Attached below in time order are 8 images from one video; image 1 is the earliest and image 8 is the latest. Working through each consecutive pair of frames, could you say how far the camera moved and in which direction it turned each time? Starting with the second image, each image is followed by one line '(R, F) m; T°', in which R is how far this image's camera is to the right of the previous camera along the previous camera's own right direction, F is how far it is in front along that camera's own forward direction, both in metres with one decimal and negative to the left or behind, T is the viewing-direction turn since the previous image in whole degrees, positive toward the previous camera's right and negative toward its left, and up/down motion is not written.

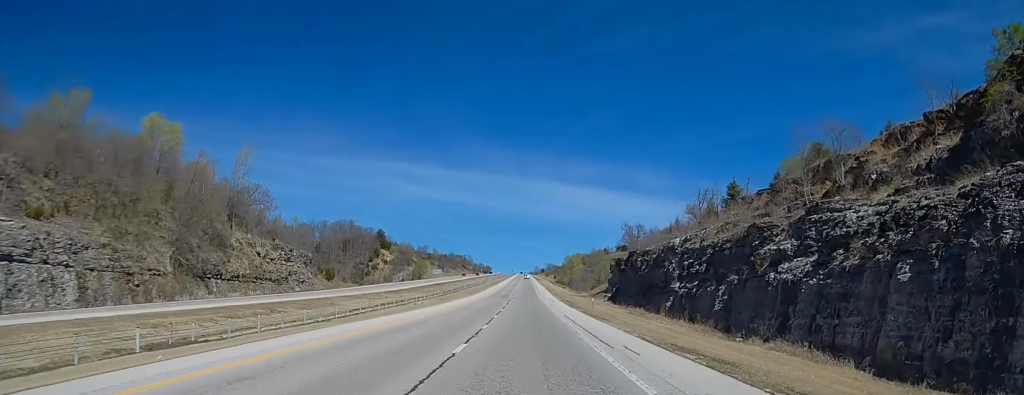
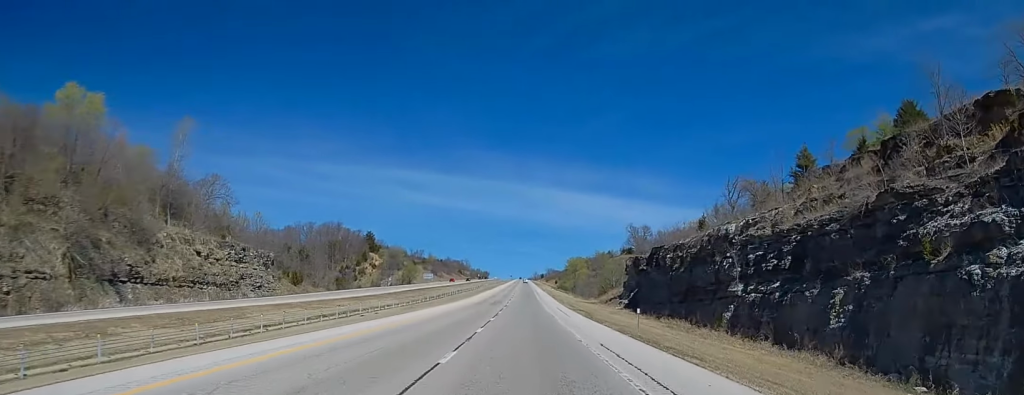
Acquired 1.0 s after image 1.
(0.0, +25.9) m; 0°
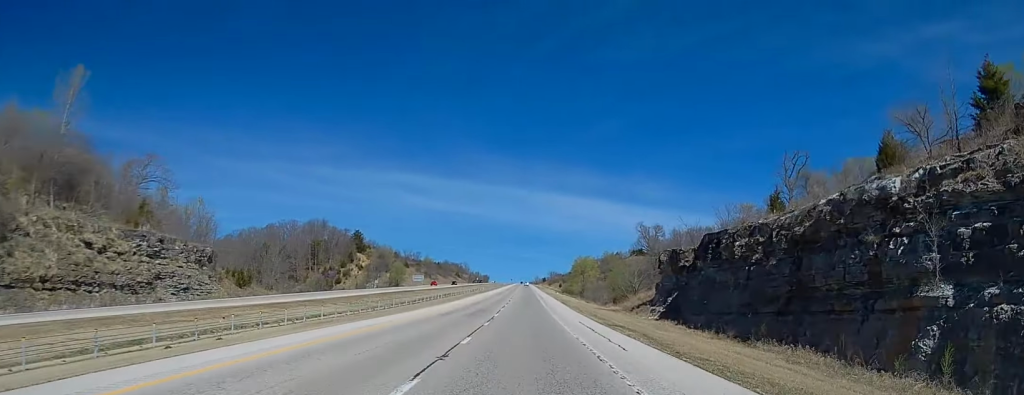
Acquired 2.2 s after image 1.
(-0.4, +31.2) m; -1°
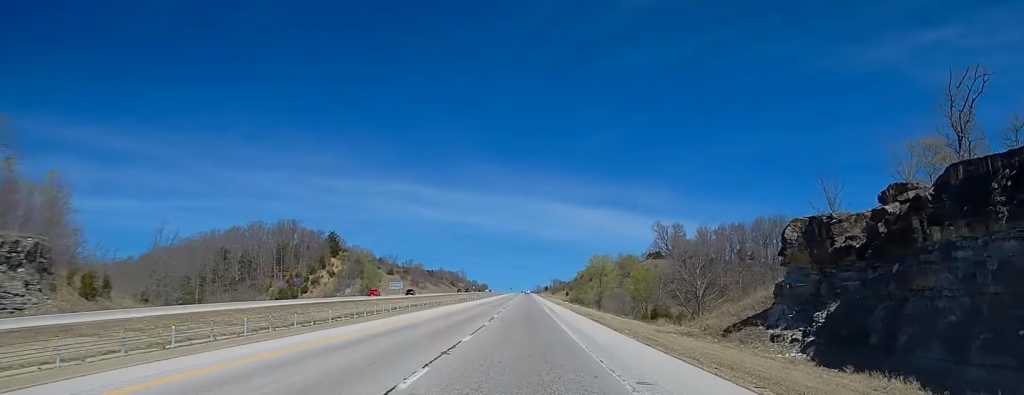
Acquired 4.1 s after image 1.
(+0.4, +47.2) m; +2°
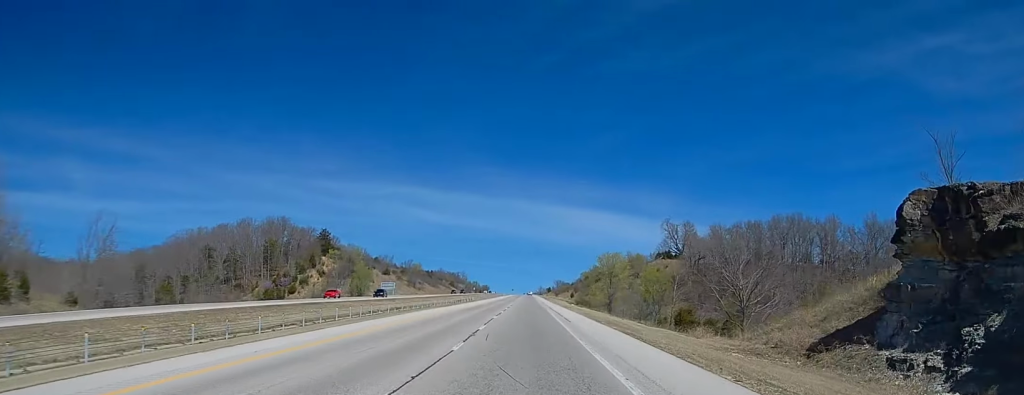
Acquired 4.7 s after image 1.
(0.0, +16.3) m; 0°
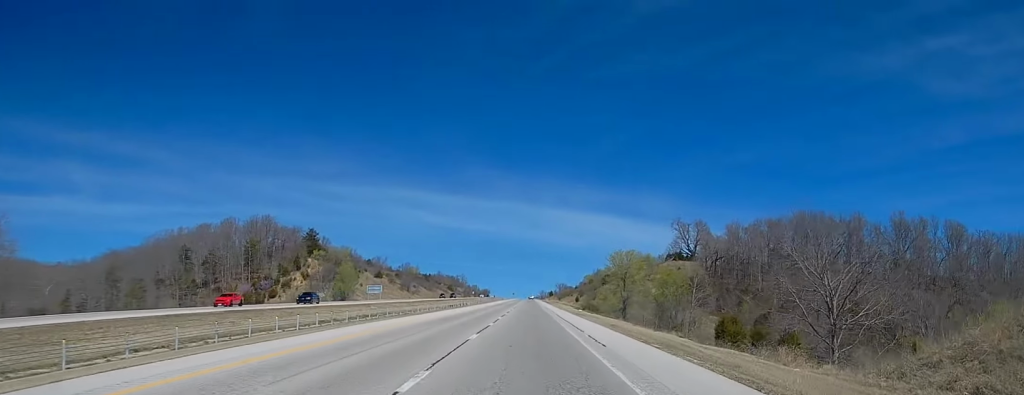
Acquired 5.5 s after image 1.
(0.0, +19.7) m; 0°
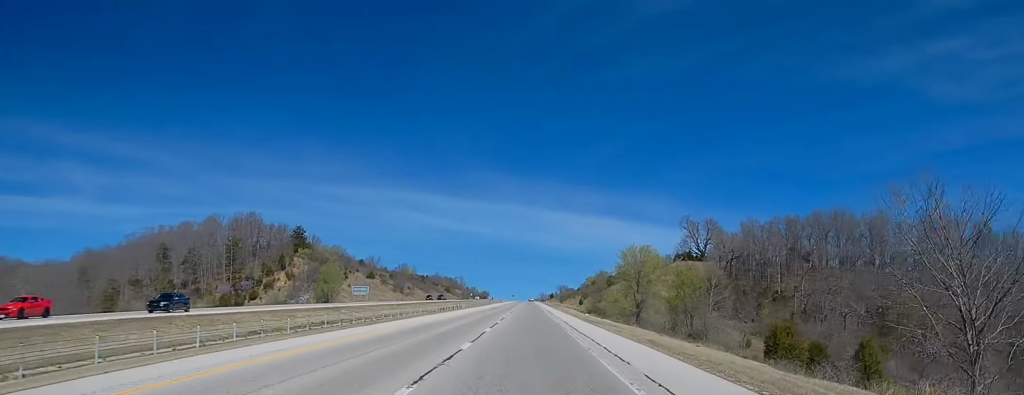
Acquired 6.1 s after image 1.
(0.0, +15.9) m; 0°
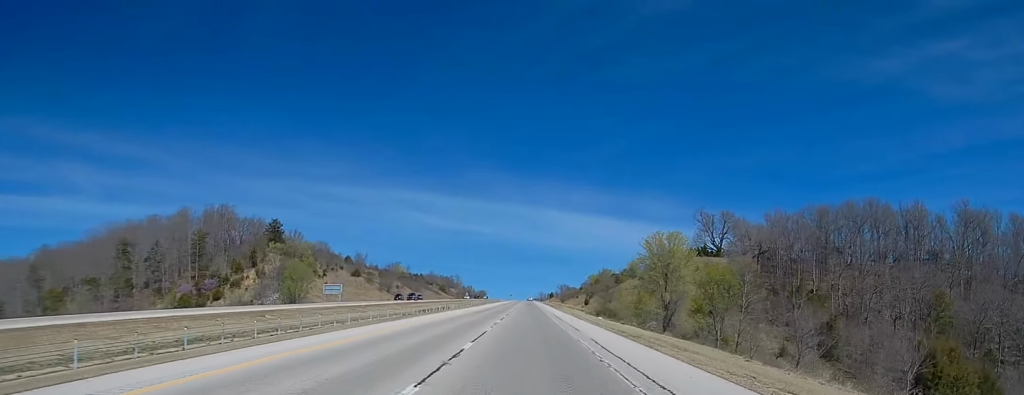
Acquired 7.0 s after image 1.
(0.0, +24.0) m; 0°
